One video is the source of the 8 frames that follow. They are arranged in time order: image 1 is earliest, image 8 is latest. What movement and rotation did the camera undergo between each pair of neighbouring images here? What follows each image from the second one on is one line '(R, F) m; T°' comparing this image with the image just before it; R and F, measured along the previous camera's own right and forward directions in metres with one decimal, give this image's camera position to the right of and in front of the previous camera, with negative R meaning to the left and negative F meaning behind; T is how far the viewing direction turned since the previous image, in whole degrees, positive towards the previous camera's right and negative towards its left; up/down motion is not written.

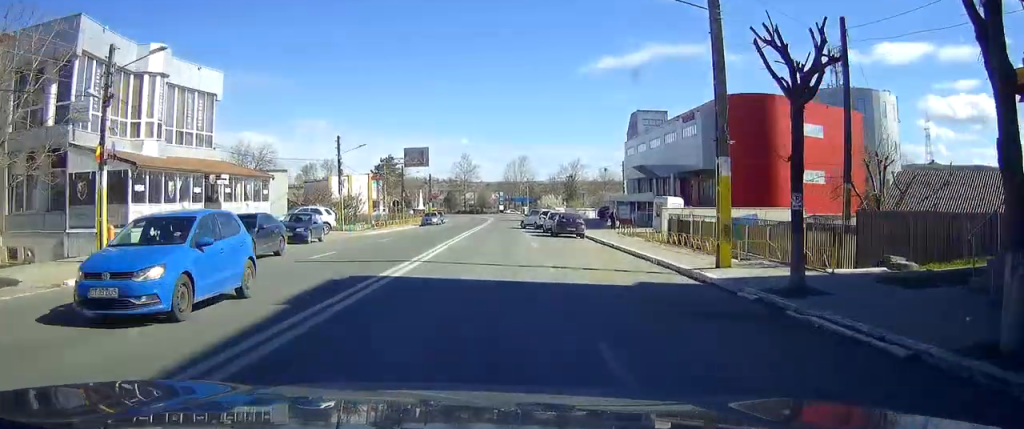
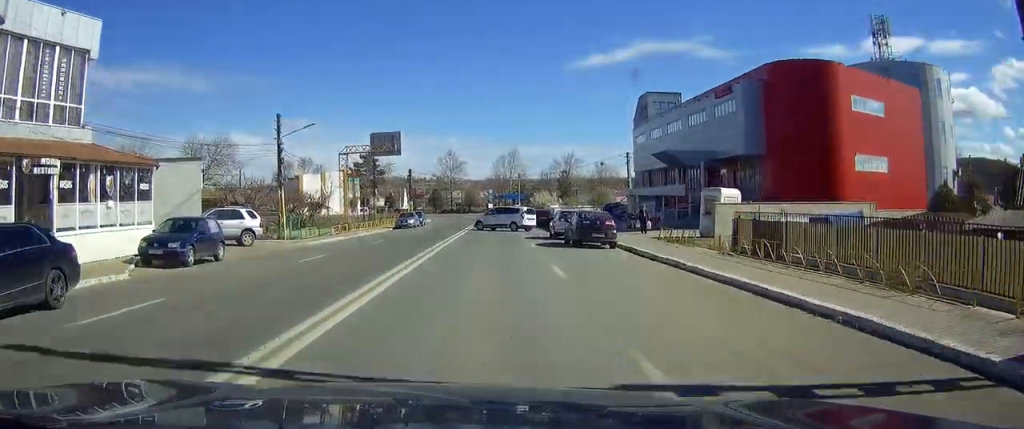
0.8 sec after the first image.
(0.0, +13.4) m; +1°
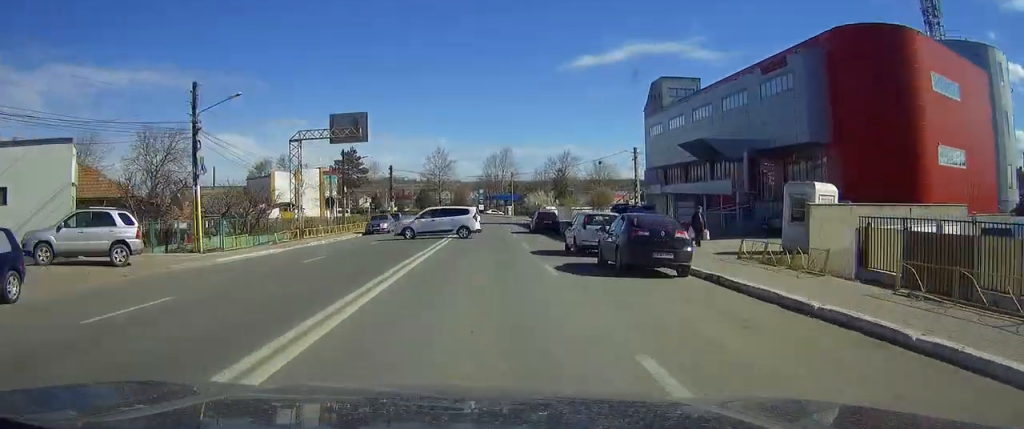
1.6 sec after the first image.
(+0.2, +11.6) m; +1°
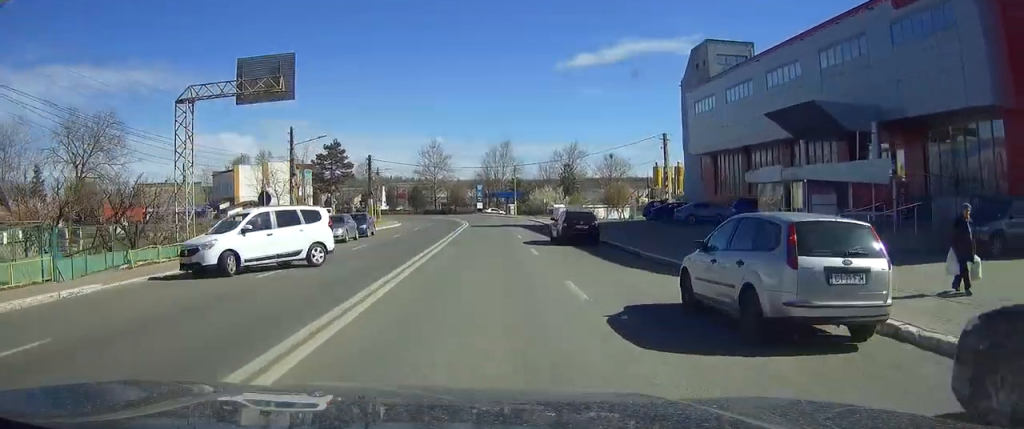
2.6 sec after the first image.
(+0.1, +16.5) m; 0°
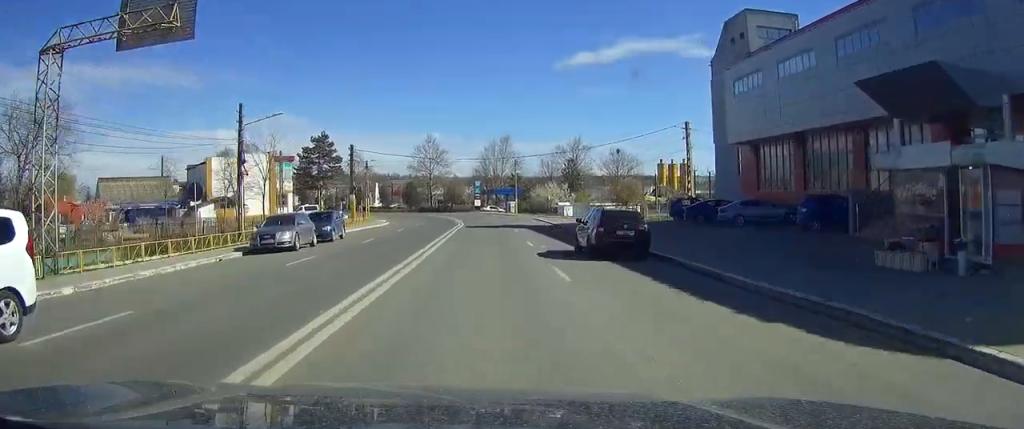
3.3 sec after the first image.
(0.0, +9.5) m; 0°
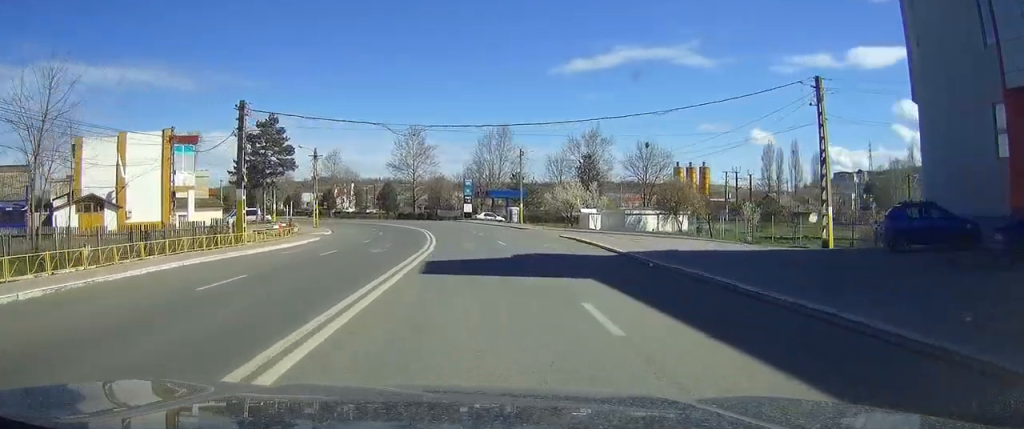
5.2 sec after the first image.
(+0.3, +29.4) m; +1°
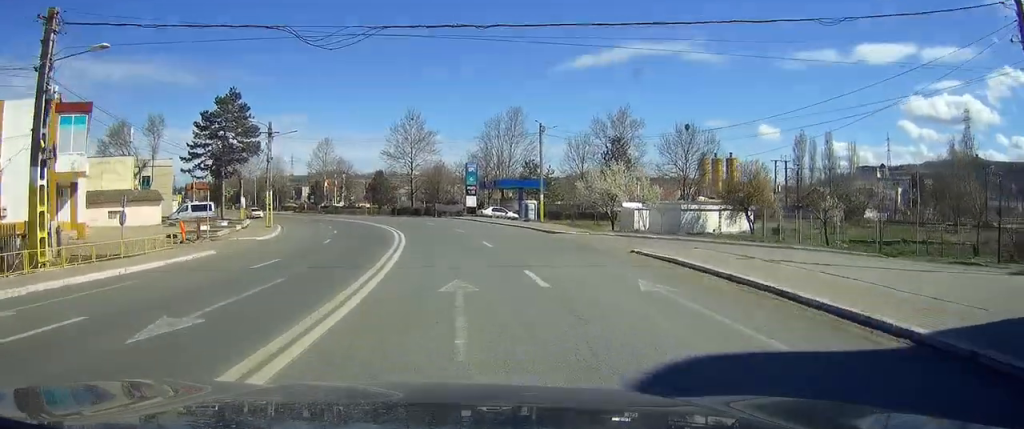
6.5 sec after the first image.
(-0.1, +19.2) m; -1°
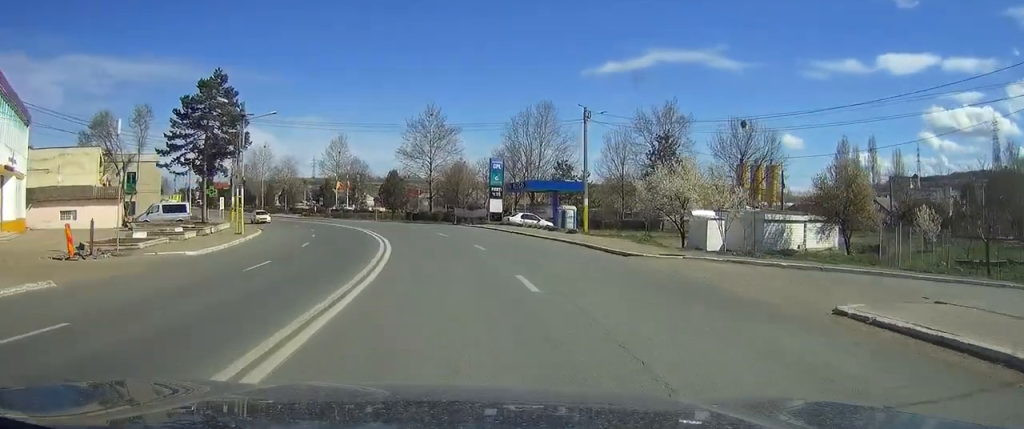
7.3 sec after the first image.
(-0.2, +12.7) m; -2°
